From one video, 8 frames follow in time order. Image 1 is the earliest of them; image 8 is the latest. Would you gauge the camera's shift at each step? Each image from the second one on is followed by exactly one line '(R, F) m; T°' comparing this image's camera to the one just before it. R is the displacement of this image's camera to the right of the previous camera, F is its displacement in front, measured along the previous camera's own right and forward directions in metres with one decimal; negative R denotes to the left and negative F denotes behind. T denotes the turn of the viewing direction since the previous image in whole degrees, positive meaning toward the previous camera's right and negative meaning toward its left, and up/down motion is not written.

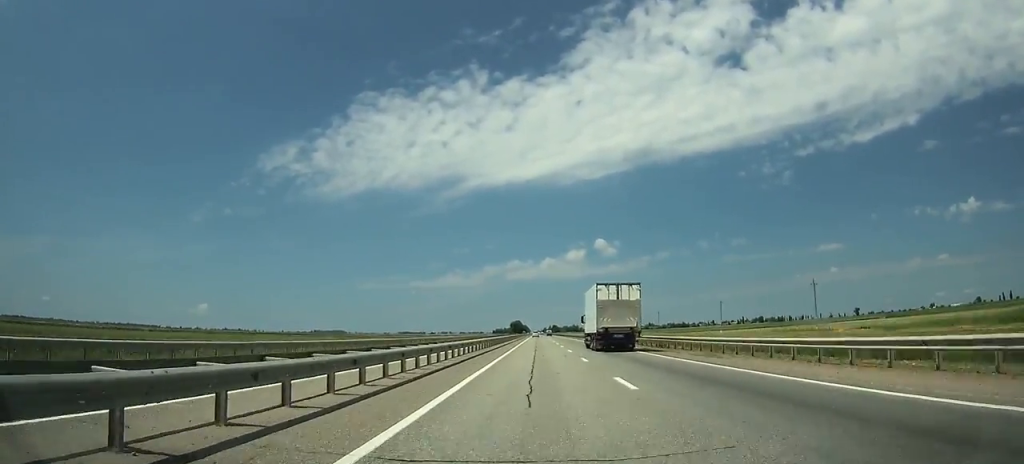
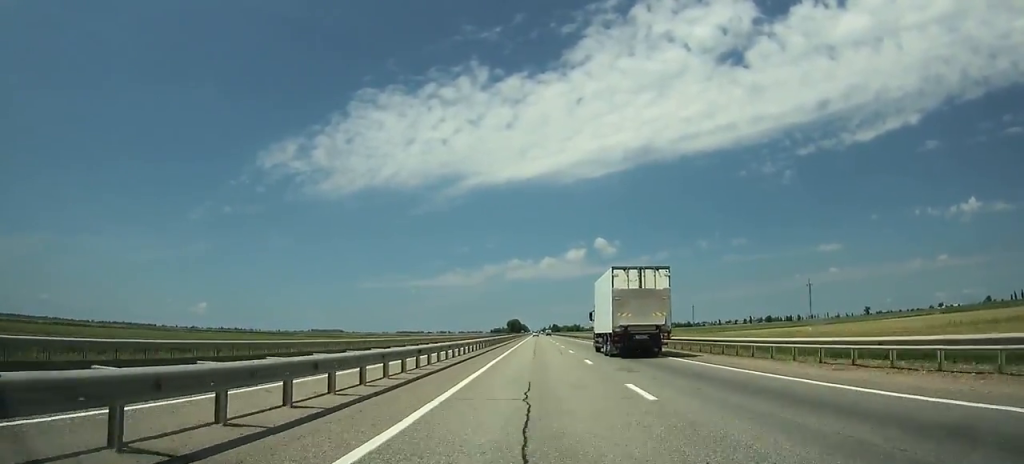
(-0.1, +50.1) m; 0°
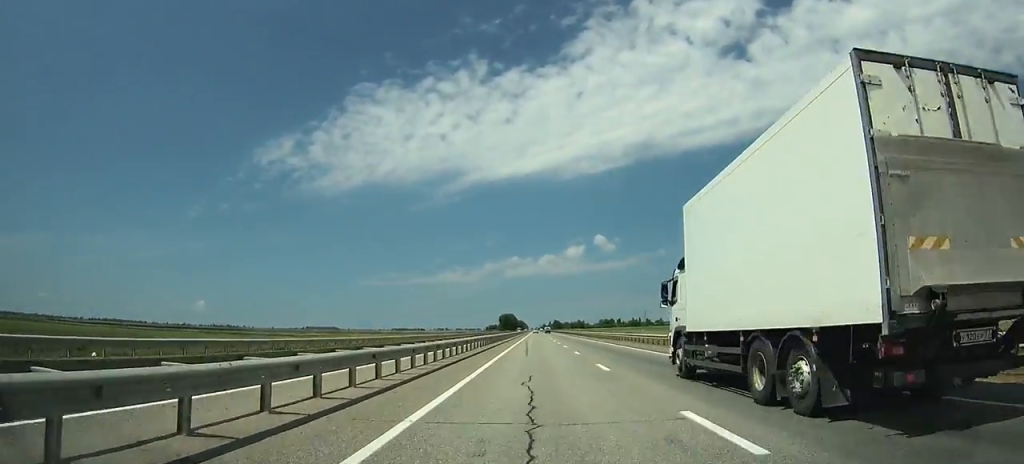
(-0.1, +112.1) m; 0°
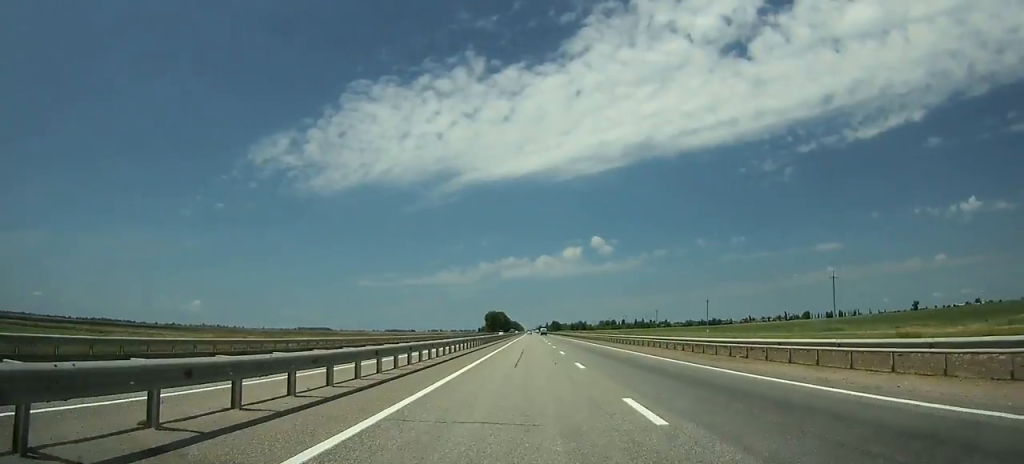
(-0.1, +92.5) m; +1°
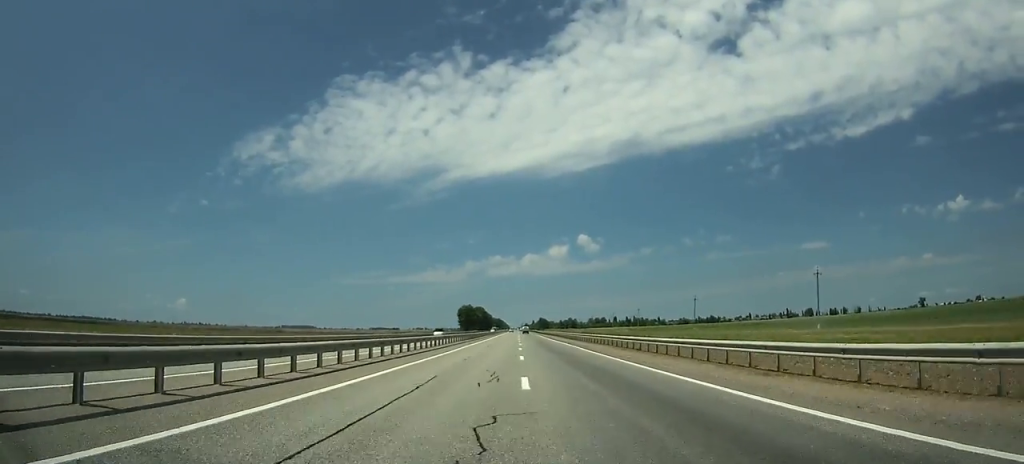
(+0.6, +66.1) m; 0°
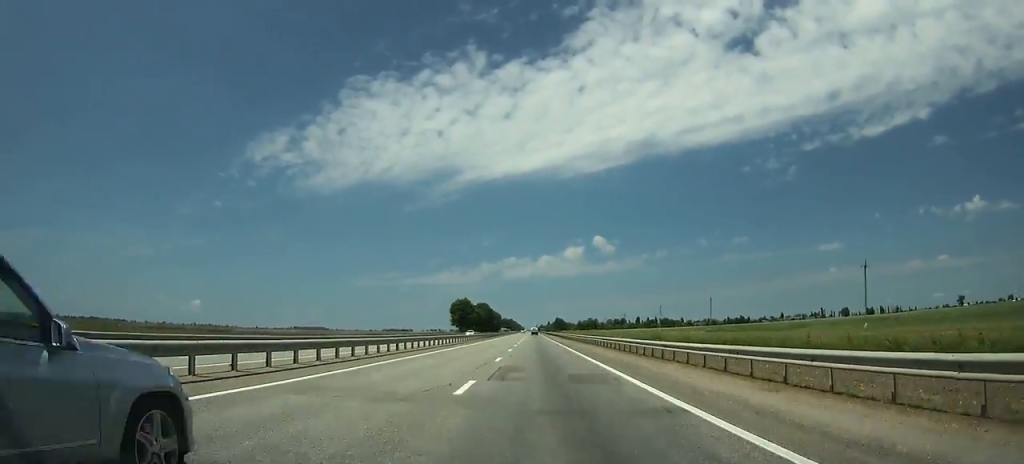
(0.0, +72.9) m; 0°
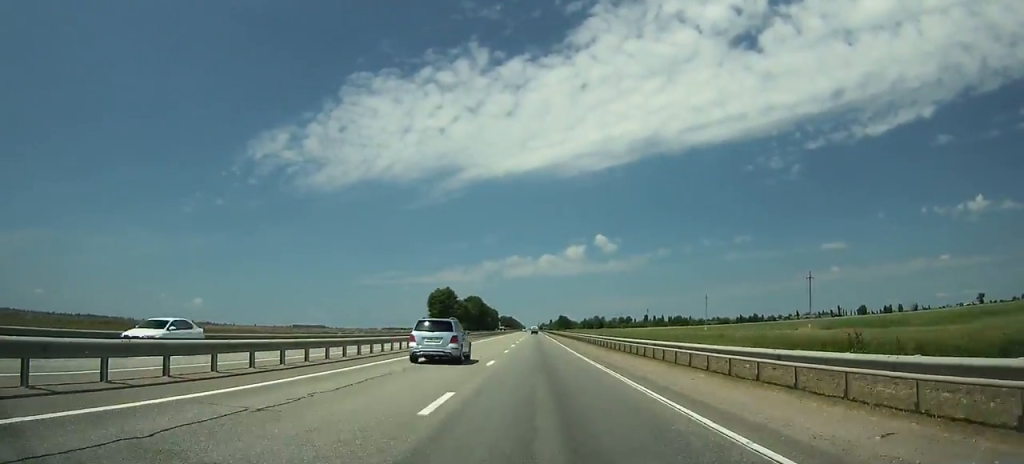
(-0.1, +50.4) m; 0°
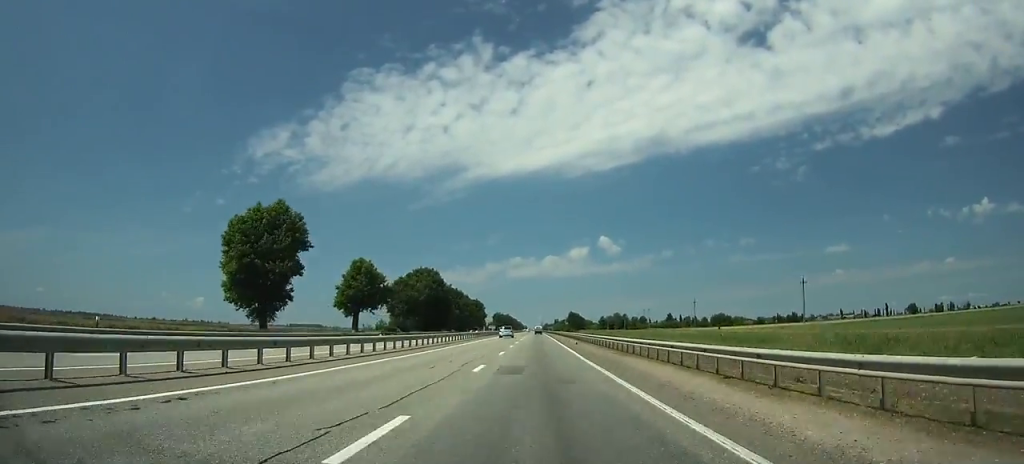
(-0.6, +124.4) m; 0°
